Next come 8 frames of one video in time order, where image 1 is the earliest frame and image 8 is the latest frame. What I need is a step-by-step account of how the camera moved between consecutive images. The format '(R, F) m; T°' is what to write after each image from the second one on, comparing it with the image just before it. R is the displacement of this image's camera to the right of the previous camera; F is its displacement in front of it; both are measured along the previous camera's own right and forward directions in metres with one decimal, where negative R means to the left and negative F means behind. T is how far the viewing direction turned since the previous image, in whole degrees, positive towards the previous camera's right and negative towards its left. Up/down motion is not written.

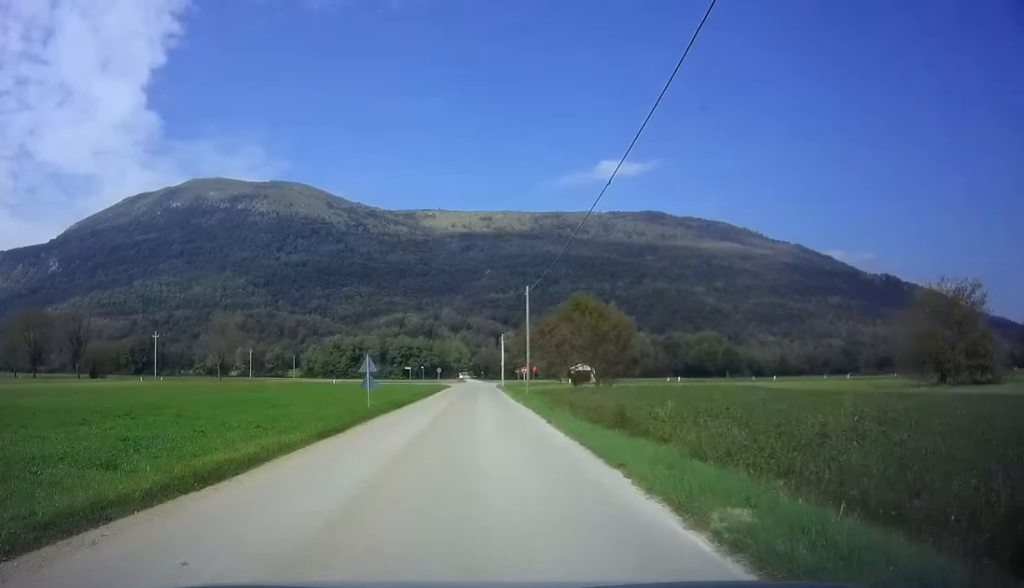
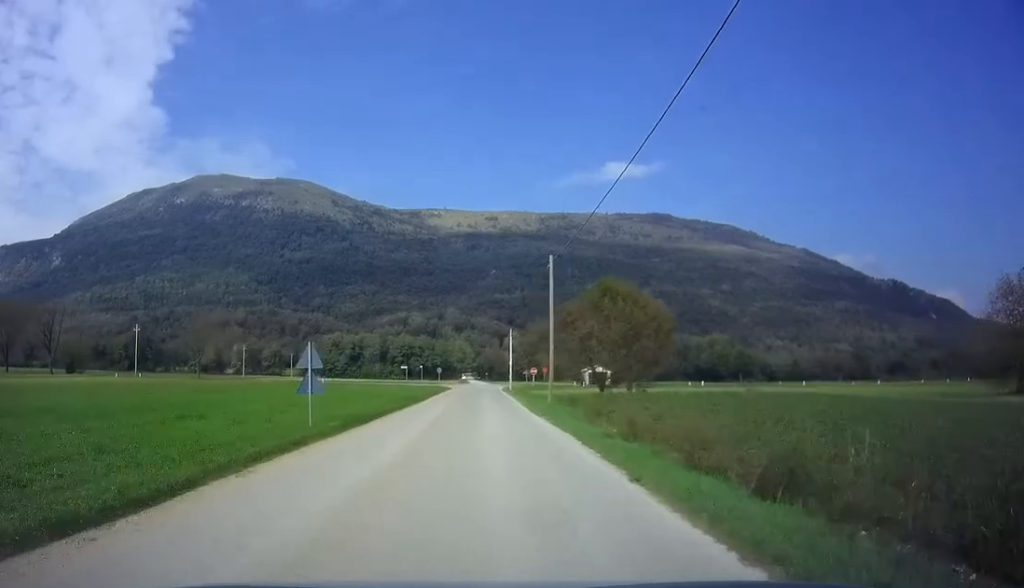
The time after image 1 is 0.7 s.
(0.0, +9.5) m; 0°
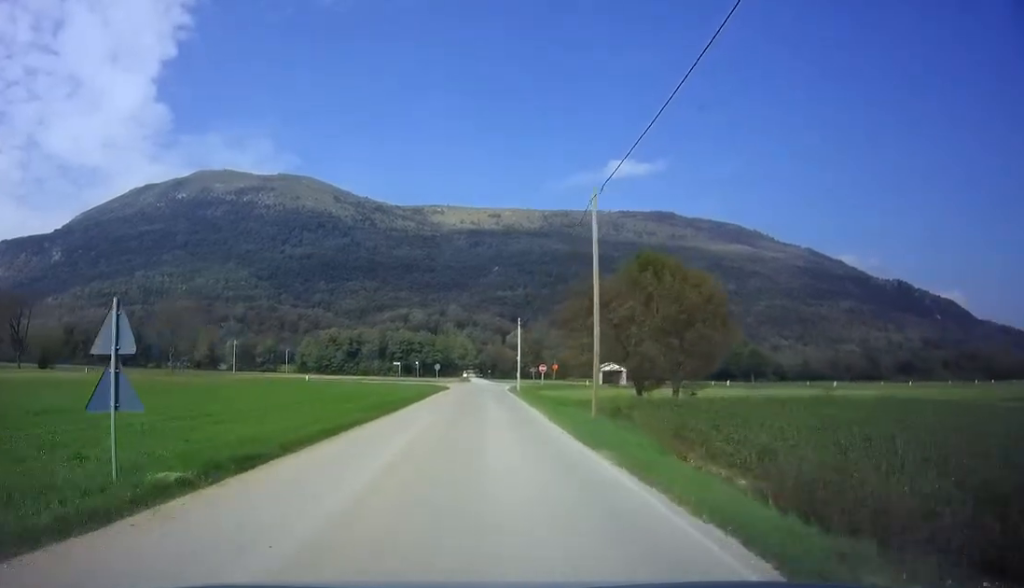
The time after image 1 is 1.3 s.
(0.0, +9.3) m; 0°
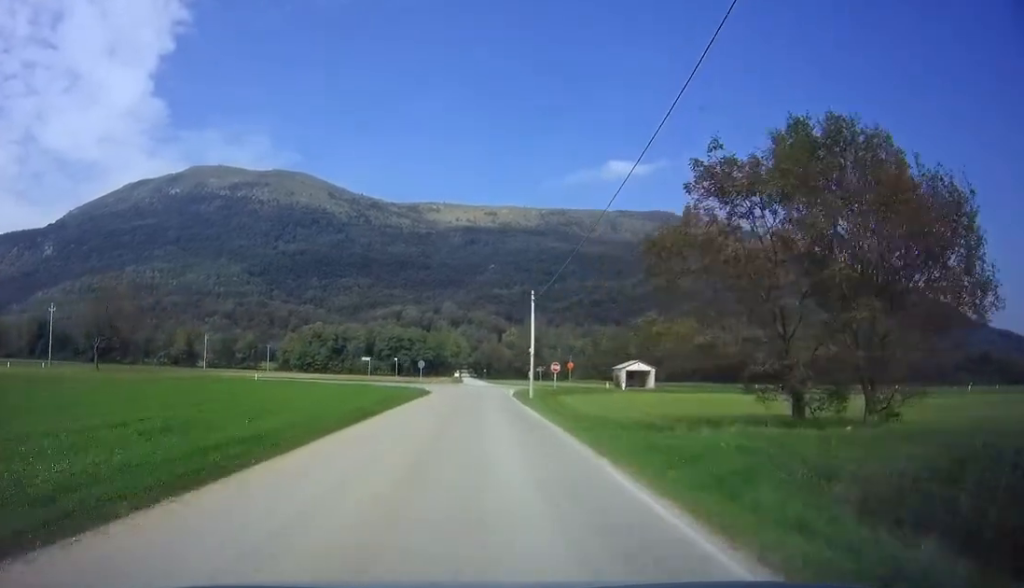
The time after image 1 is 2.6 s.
(0.0, +16.5) m; 0°
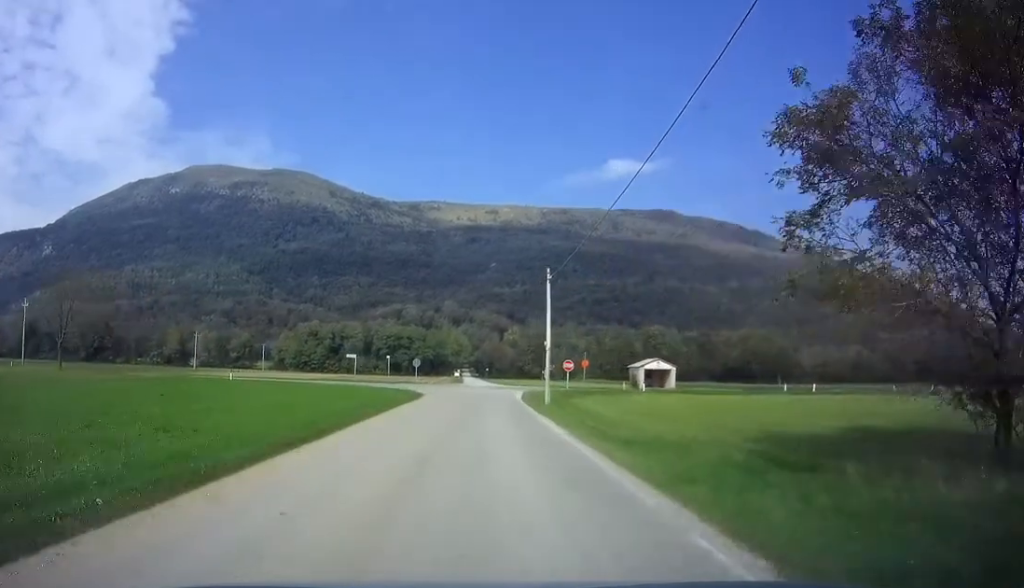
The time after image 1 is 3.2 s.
(0.0, +7.4) m; 0°
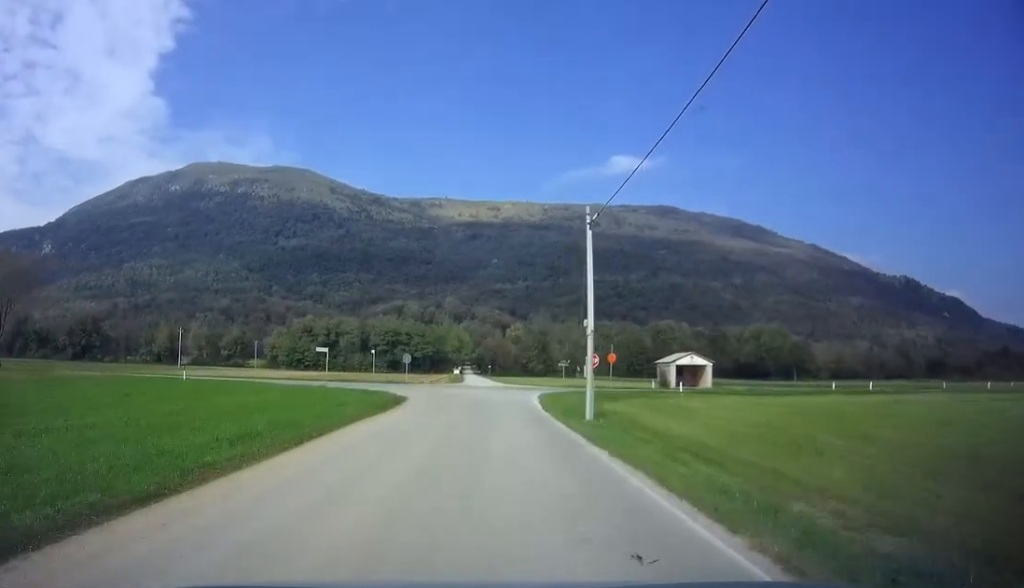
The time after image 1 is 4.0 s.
(0.0, +9.3) m; 0°
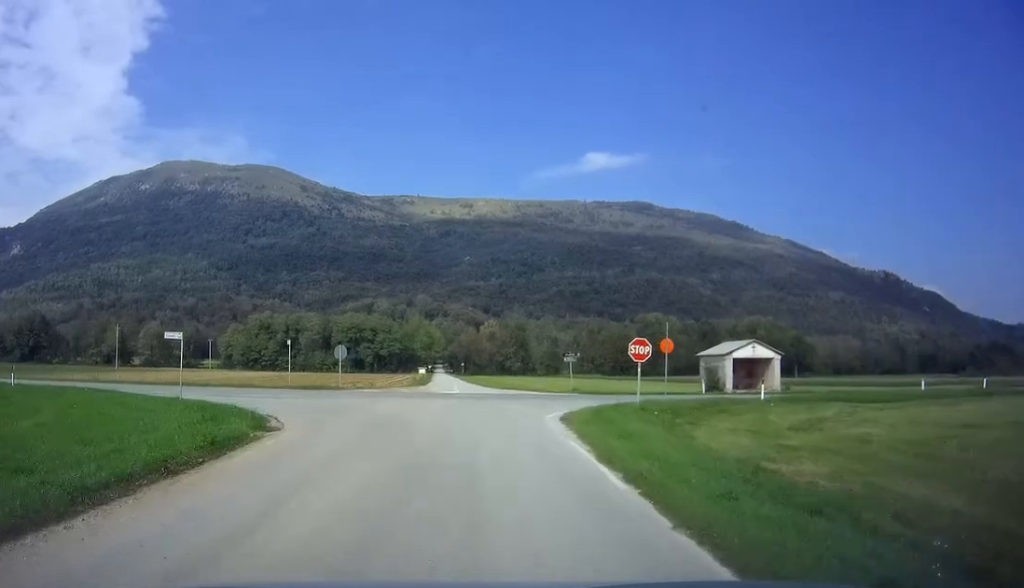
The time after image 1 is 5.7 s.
(+0.2, +15.7) m; +2°
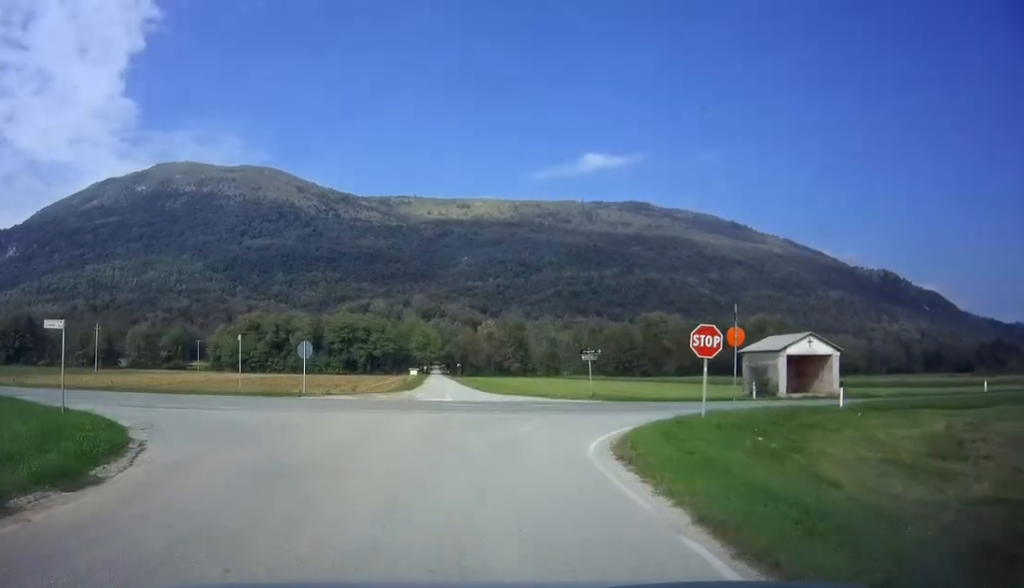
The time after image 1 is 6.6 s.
(0.0, +6.6) m; 0°
